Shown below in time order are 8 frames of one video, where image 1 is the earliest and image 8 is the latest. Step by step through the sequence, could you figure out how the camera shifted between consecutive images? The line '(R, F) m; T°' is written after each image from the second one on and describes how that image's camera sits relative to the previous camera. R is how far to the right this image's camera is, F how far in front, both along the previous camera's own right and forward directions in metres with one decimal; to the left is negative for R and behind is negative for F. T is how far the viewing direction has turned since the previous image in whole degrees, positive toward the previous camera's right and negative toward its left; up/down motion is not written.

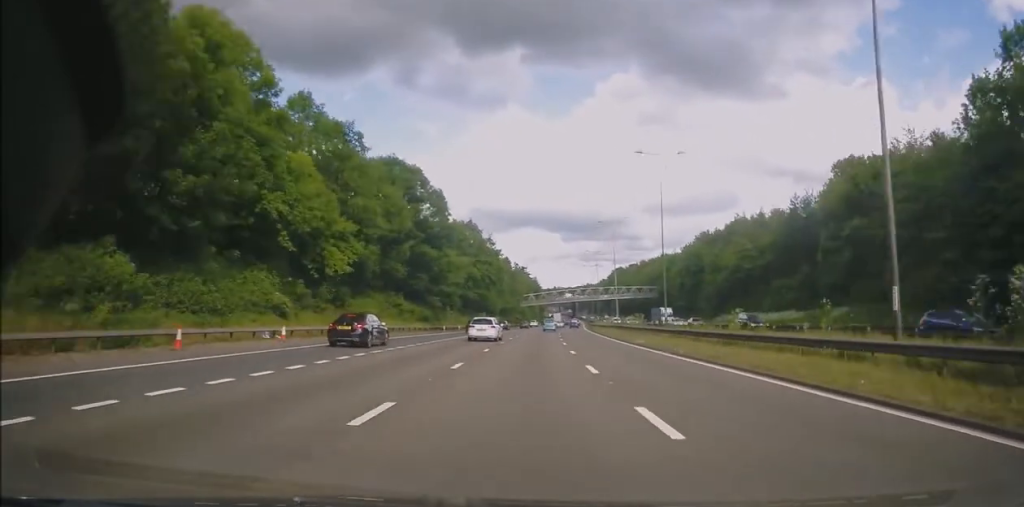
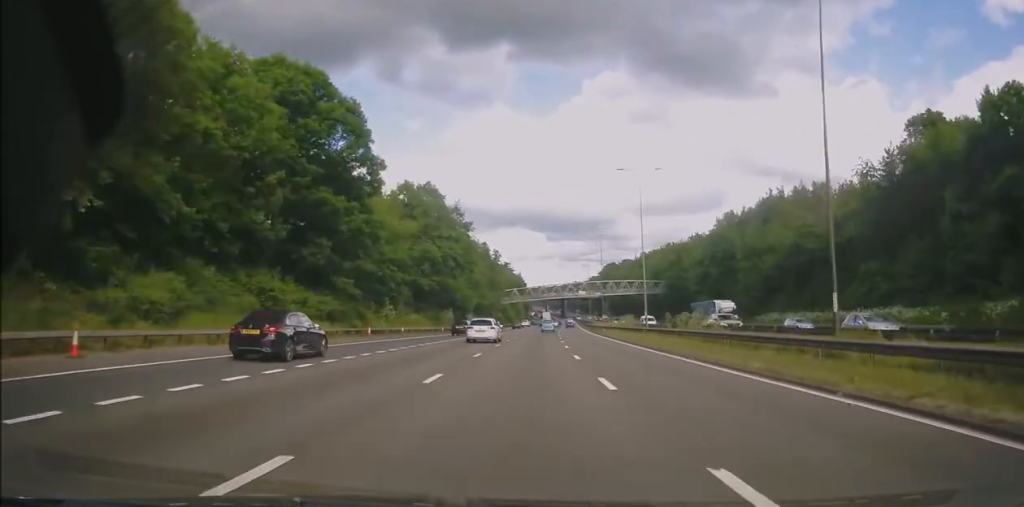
(+0.1, +30.4) m; +1°
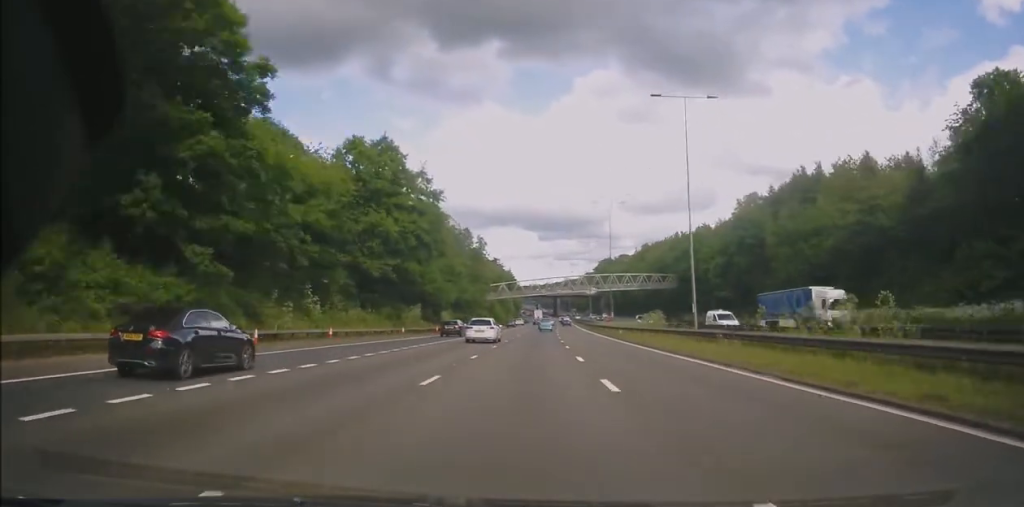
(+0.1, +19.2) m; +1°
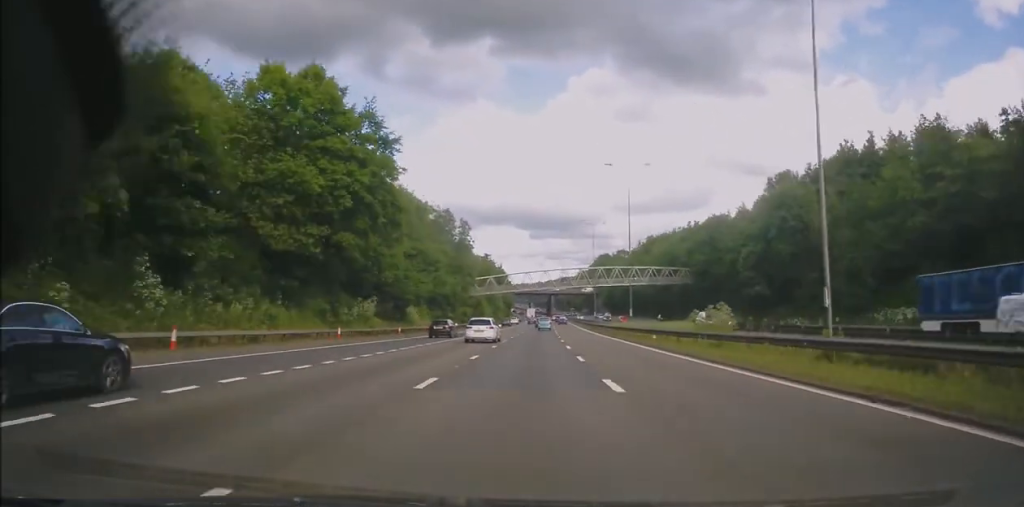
(+0.3, +18.0) m; +1°
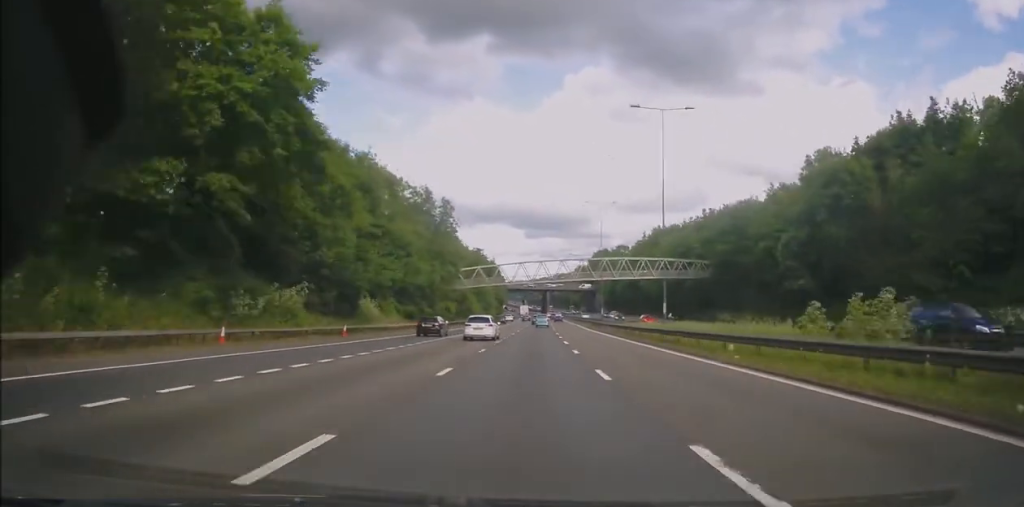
(+0.1, +15.8) m; +1°
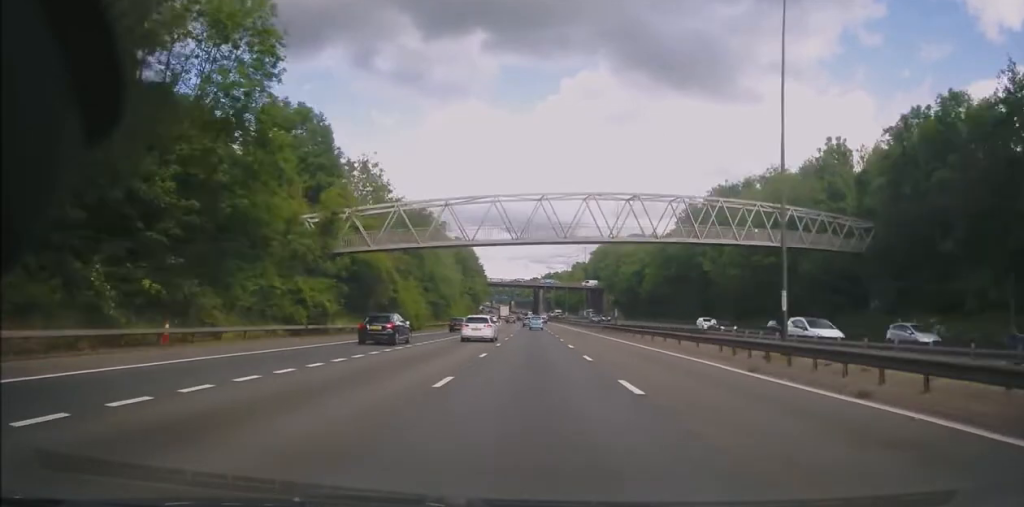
(+1.2, +56.3) m; +2°
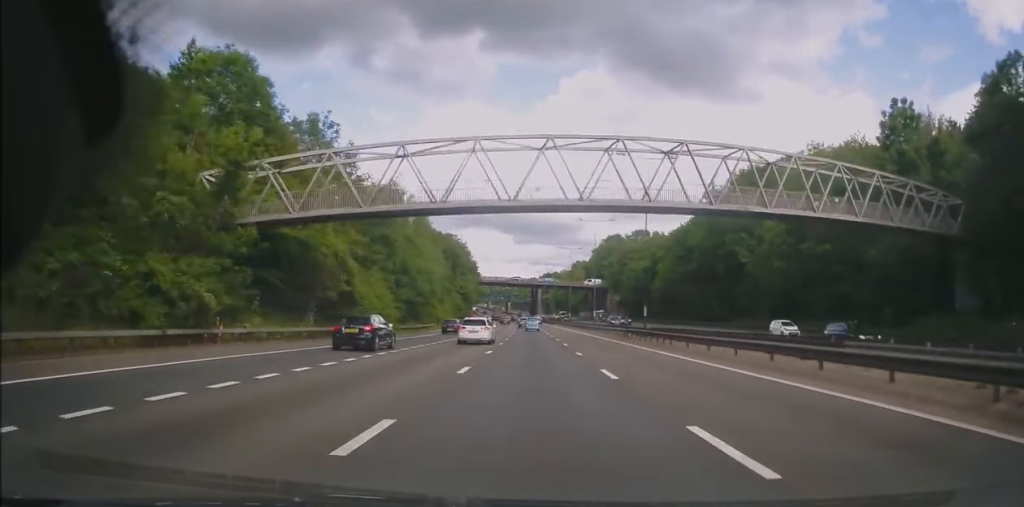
(0.0, +14.6) m; 0°
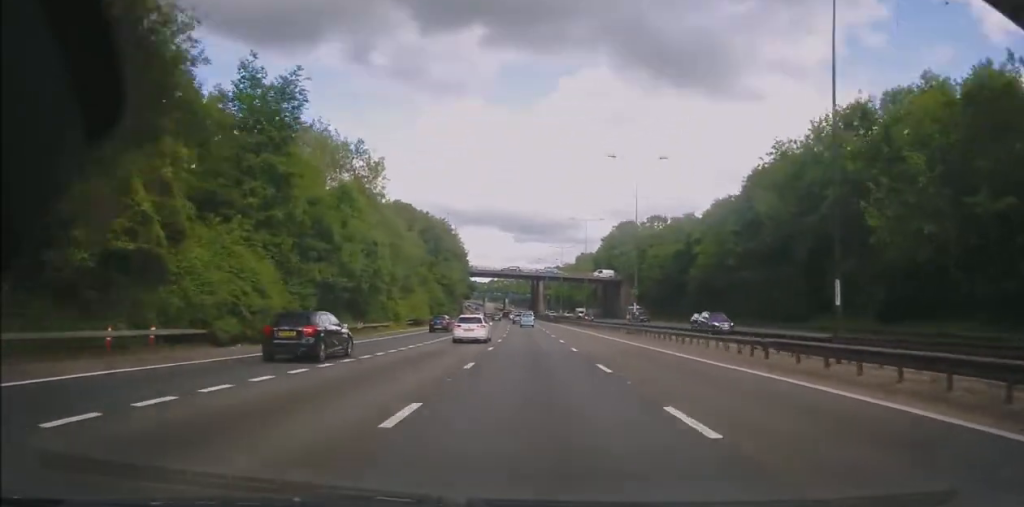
(+0.1, +25.7) m; 0°
